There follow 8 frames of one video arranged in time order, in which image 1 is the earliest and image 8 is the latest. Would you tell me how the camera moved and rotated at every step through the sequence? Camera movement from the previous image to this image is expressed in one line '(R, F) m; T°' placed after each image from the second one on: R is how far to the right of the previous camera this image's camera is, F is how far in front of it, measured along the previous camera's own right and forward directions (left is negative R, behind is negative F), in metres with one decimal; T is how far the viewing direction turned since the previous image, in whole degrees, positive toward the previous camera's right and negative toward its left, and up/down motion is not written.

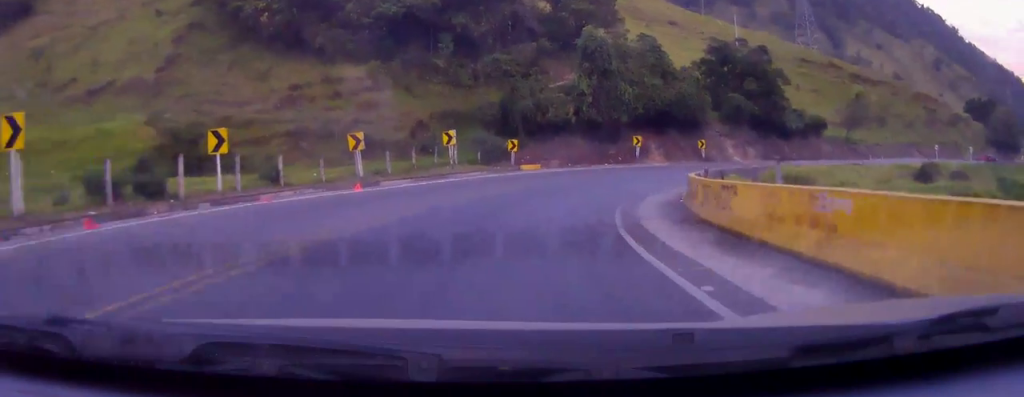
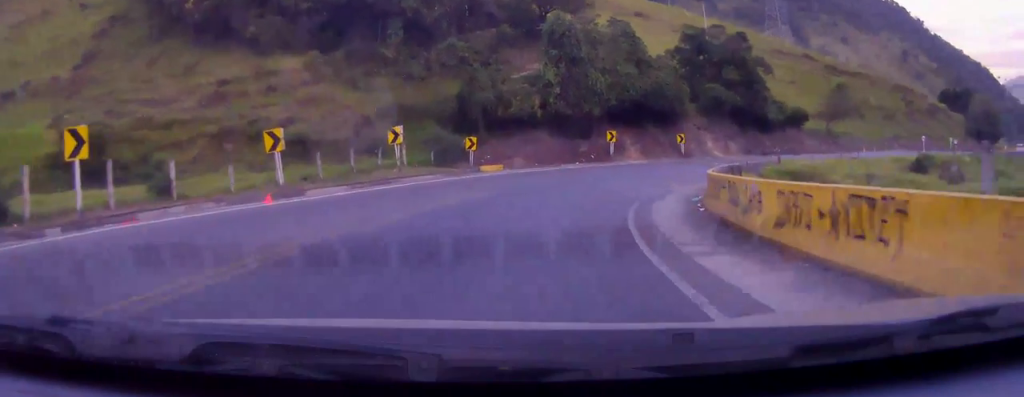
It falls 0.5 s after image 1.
(+0.1, +6.0) m; +5°
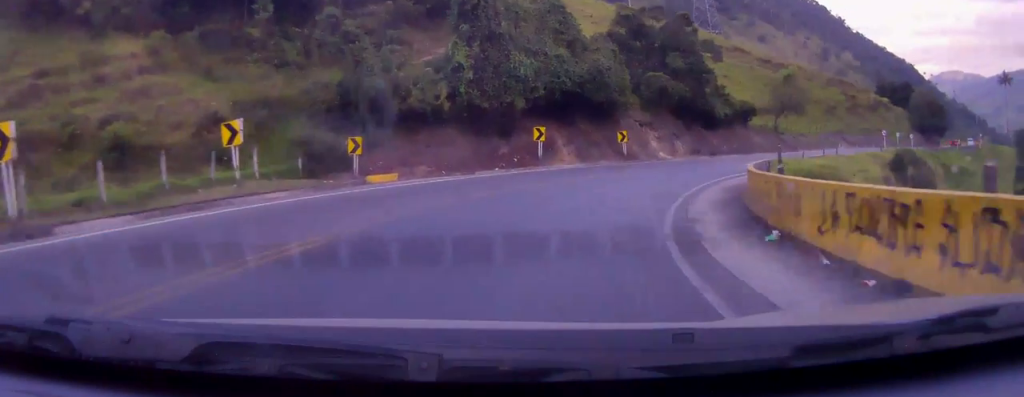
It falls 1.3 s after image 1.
(+0.8, +10.1) m; +12°
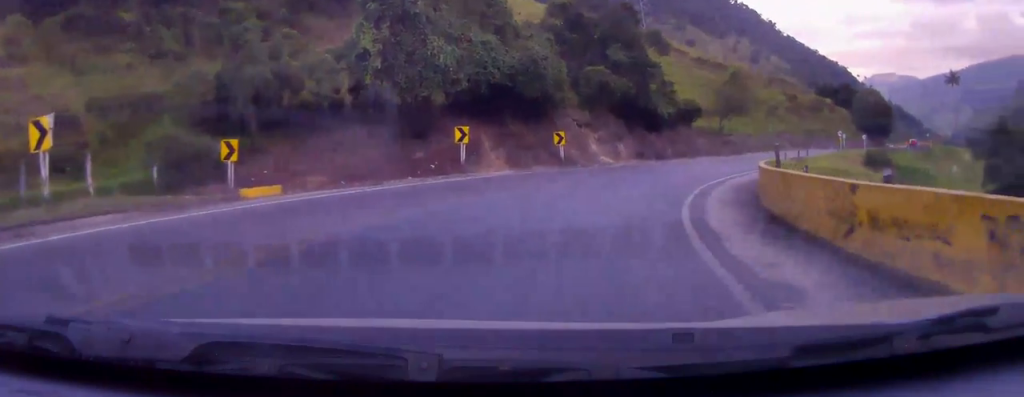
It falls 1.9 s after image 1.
(+0.1, +6.5) m; +8°
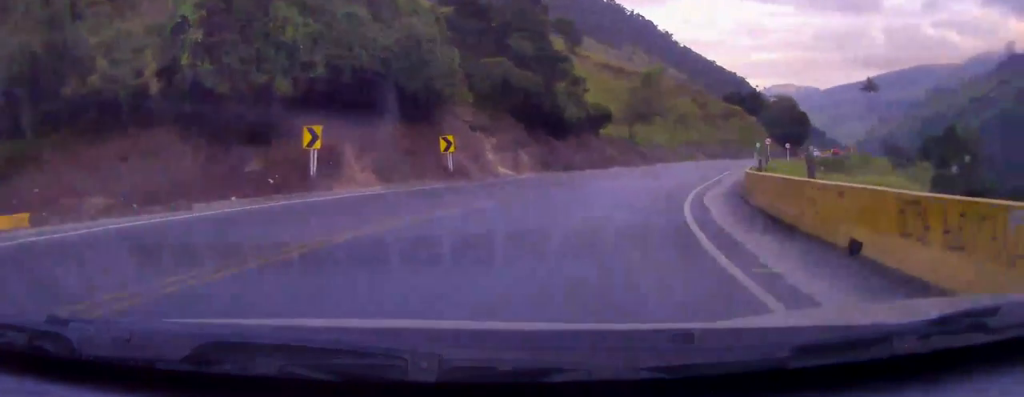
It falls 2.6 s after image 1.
(+1.4, +8.8) m; +7°
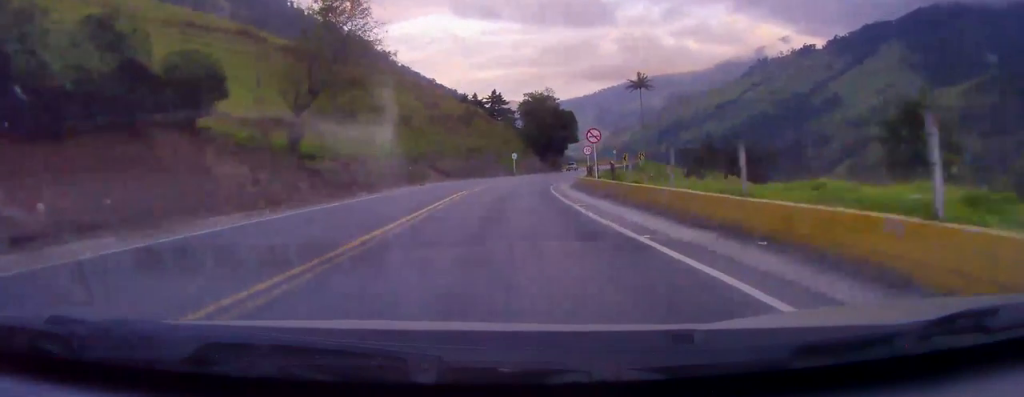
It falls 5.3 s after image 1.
(+6.8, +39.1) m; +19°
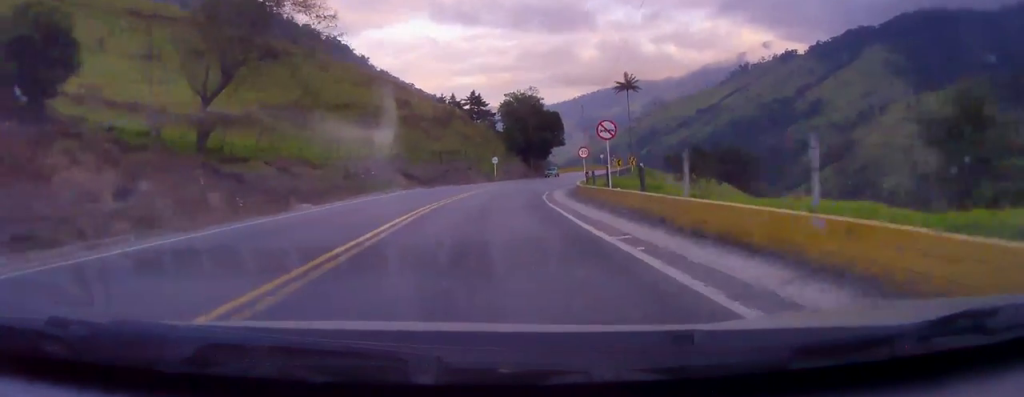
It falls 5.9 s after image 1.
(+0.1, +8.8) m; +3°
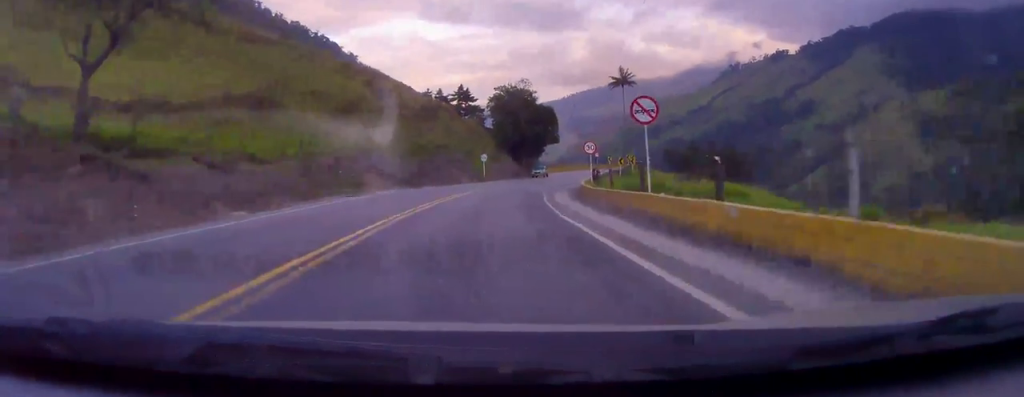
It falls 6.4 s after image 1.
(+0.3, +7.5) m; +1°
